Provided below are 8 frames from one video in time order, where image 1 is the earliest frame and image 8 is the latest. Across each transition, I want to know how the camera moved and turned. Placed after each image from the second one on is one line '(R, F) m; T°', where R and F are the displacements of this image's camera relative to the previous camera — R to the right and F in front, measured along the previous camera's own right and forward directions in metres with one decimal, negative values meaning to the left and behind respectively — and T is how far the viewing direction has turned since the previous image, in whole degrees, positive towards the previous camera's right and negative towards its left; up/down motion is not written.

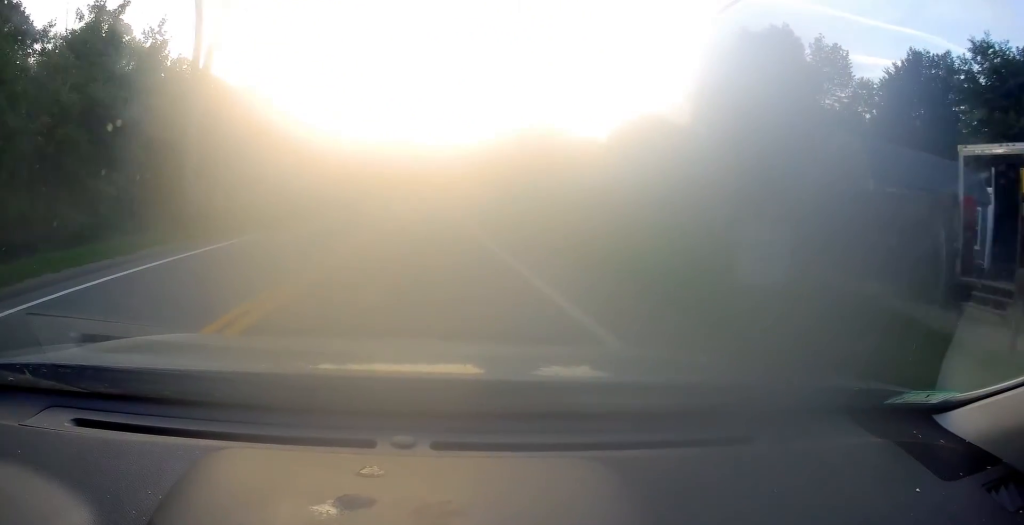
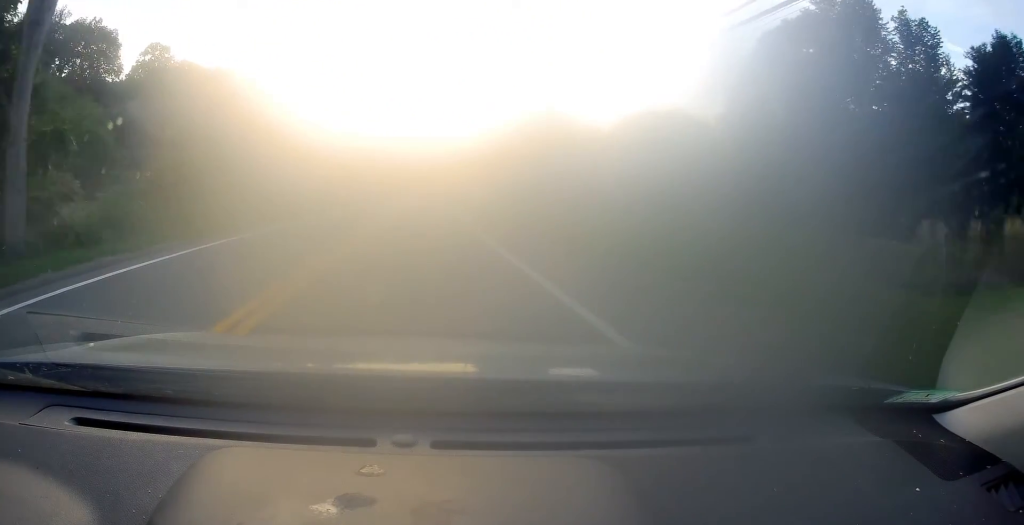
(+0.6, +11.9) m; +2°
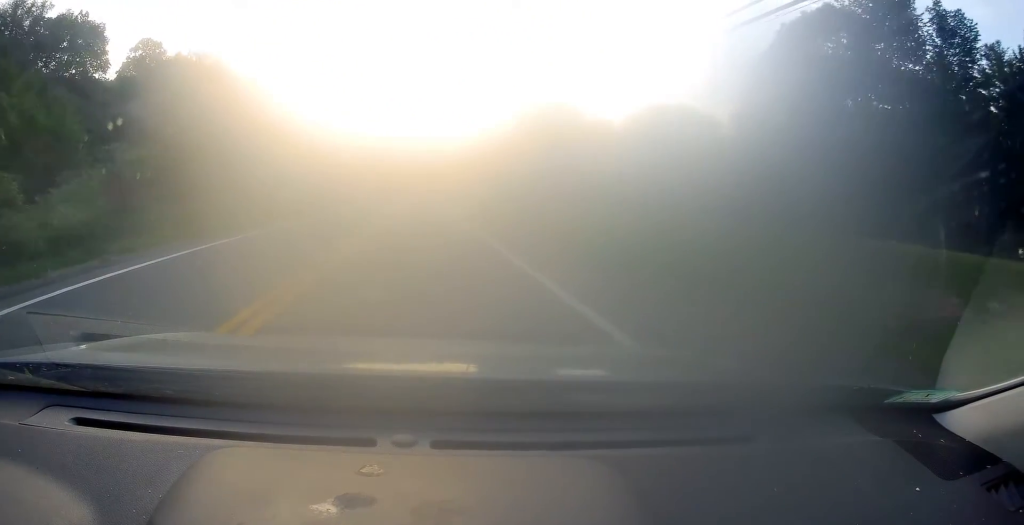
(-0.2, +4.6) m; 0°
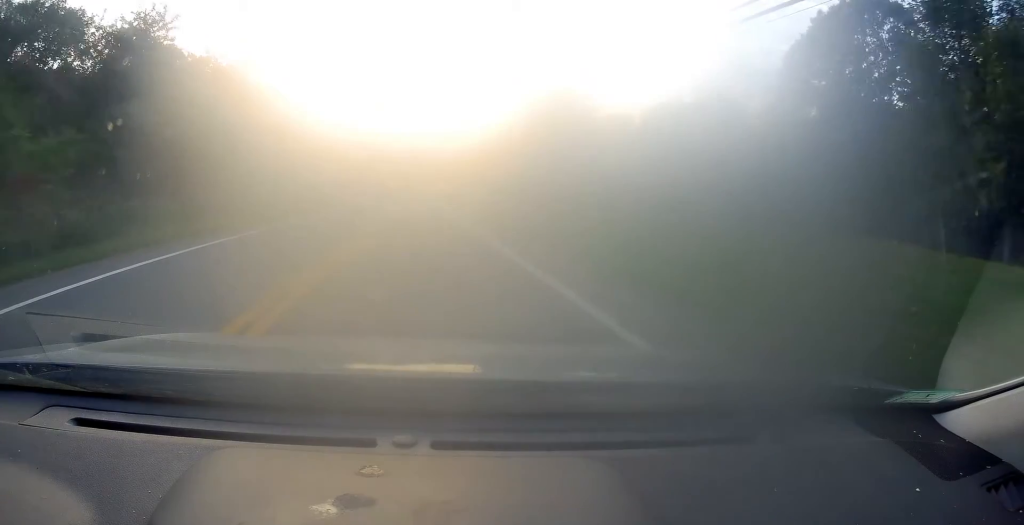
(-0.2, +6.4) m; -1°
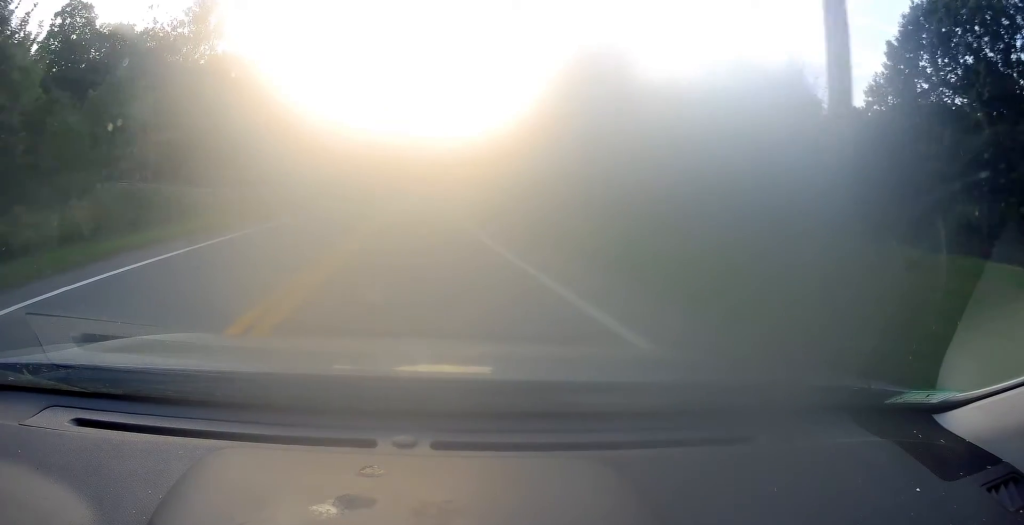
(-0.2, +19.0) m; -1°
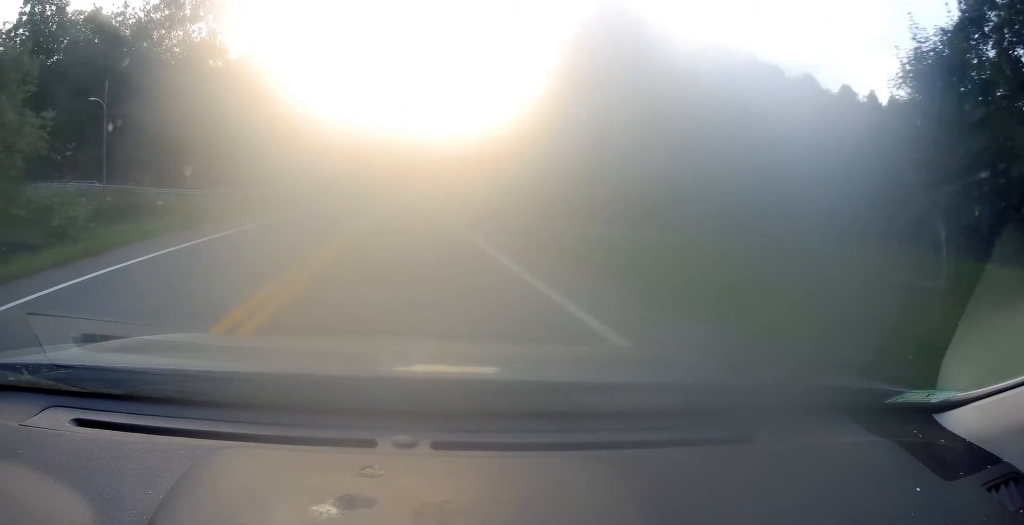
(0.0, +7.5) m; +2°
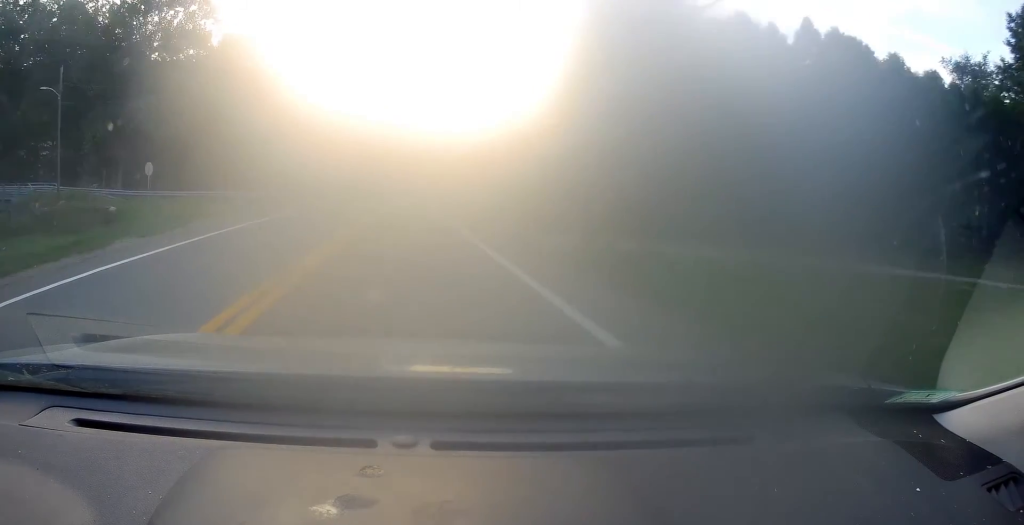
(+0.2, +7.5) m; +3°
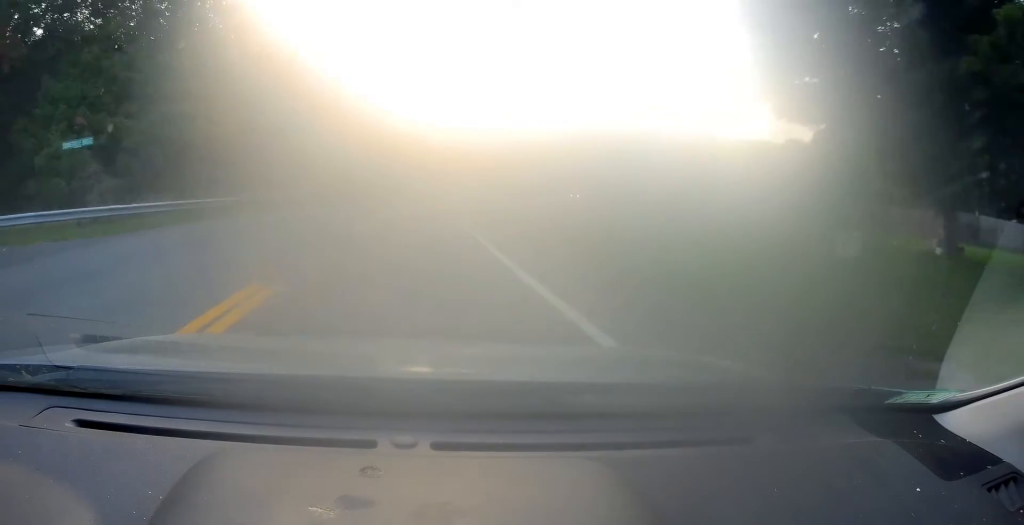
(-1.0, +30.1) m; -5°
